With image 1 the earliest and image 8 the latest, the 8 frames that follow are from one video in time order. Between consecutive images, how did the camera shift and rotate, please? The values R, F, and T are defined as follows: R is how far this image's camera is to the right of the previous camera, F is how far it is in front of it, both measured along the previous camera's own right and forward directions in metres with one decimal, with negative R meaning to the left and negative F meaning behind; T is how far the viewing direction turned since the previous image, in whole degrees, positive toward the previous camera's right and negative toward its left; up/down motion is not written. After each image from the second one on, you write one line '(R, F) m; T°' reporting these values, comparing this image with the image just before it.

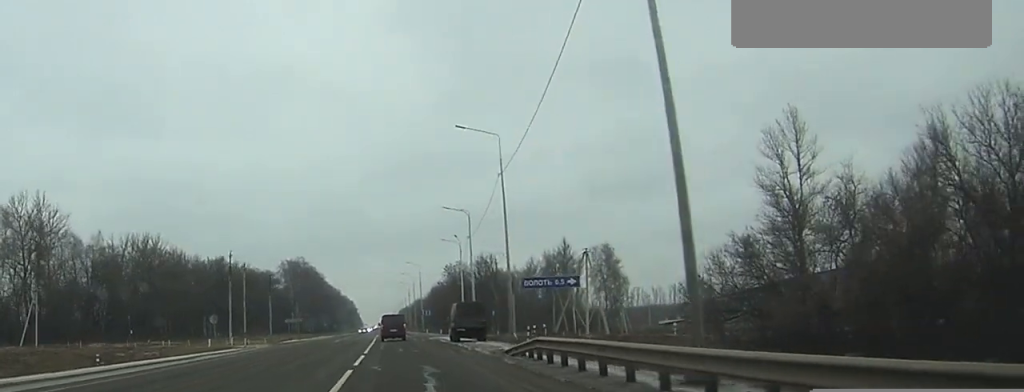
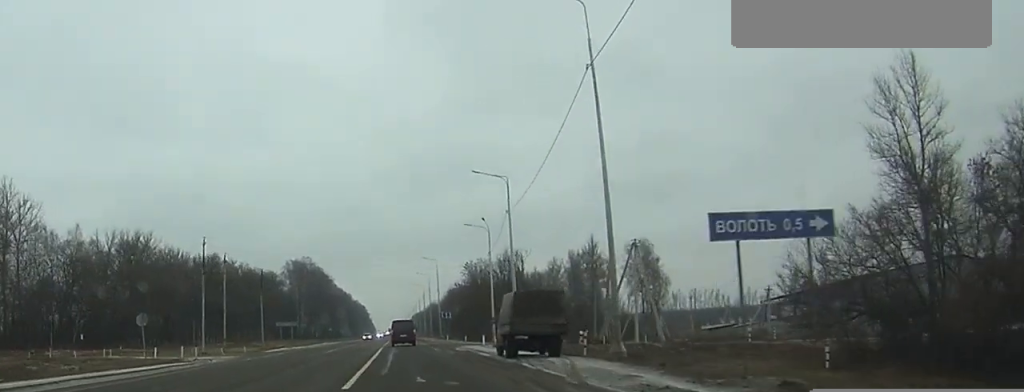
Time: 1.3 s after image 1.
(-0.1, +22.0) m; 0°
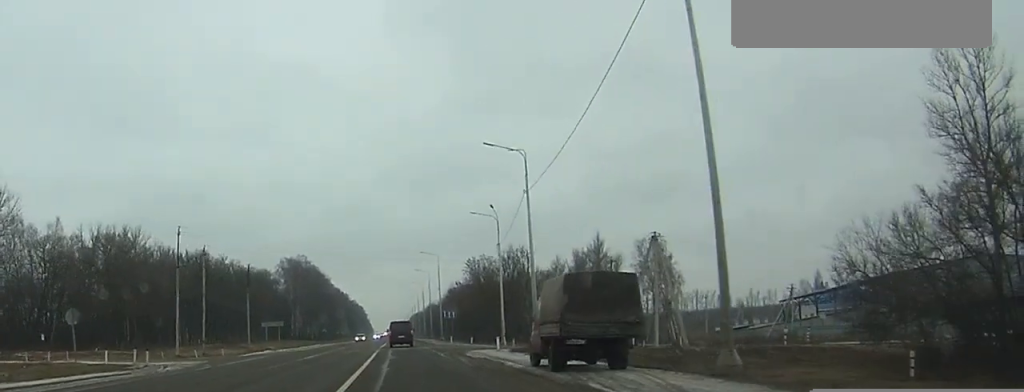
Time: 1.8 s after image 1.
(0.0, +9.8) m; 0°
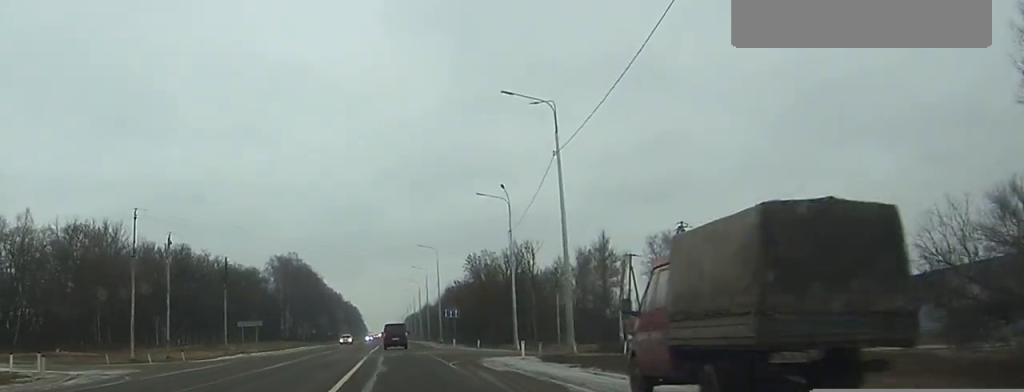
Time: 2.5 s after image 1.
(0.0, +12.1) m; 0°
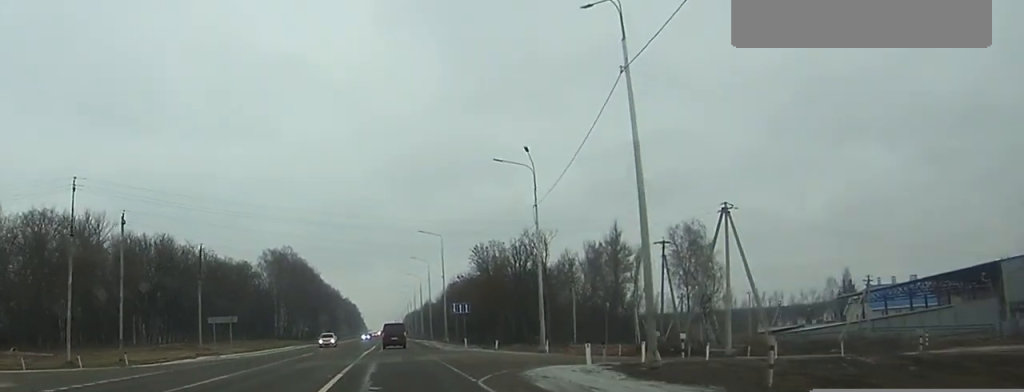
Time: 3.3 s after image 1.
(0.0, +13.2) m; 0°
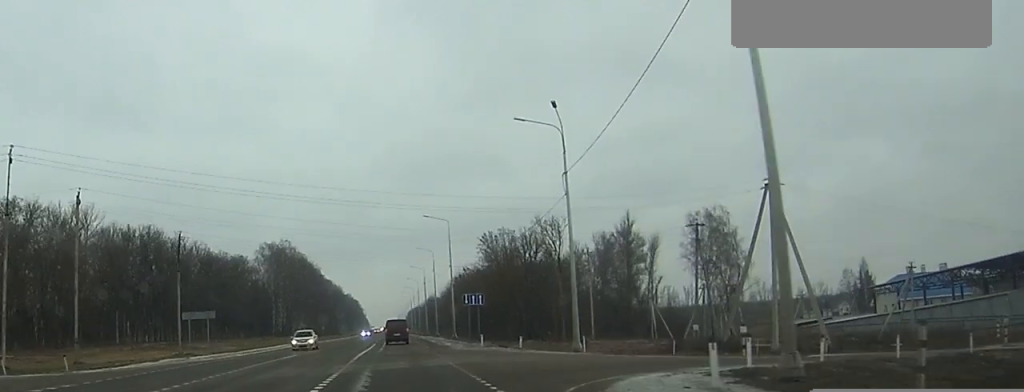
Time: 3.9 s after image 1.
(0.0, +9.8) m; 0°
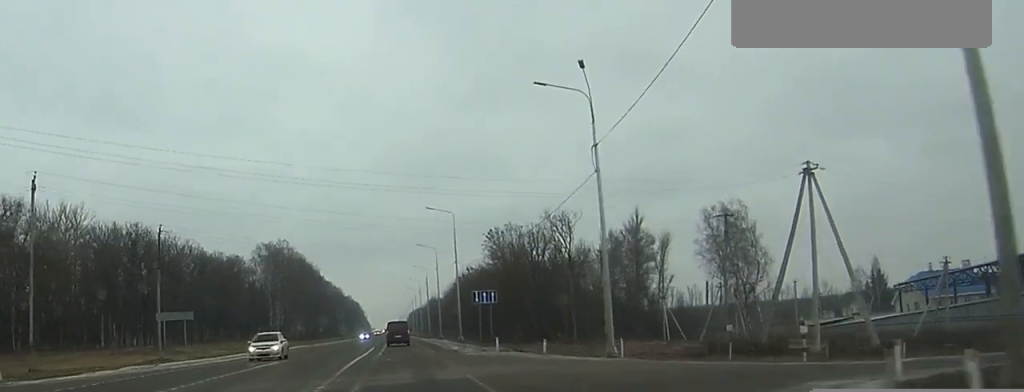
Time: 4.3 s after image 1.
(0.0, +7.5) m; 0°
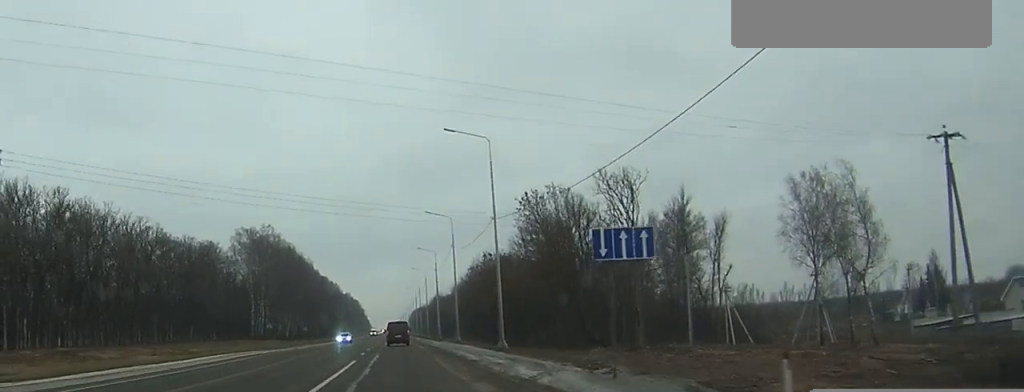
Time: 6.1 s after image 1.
(-0.1, +31.6) m; 0°
